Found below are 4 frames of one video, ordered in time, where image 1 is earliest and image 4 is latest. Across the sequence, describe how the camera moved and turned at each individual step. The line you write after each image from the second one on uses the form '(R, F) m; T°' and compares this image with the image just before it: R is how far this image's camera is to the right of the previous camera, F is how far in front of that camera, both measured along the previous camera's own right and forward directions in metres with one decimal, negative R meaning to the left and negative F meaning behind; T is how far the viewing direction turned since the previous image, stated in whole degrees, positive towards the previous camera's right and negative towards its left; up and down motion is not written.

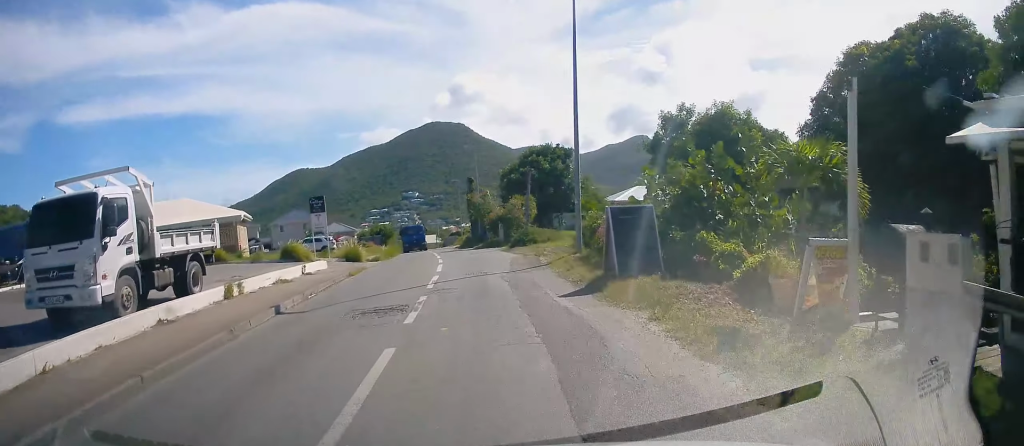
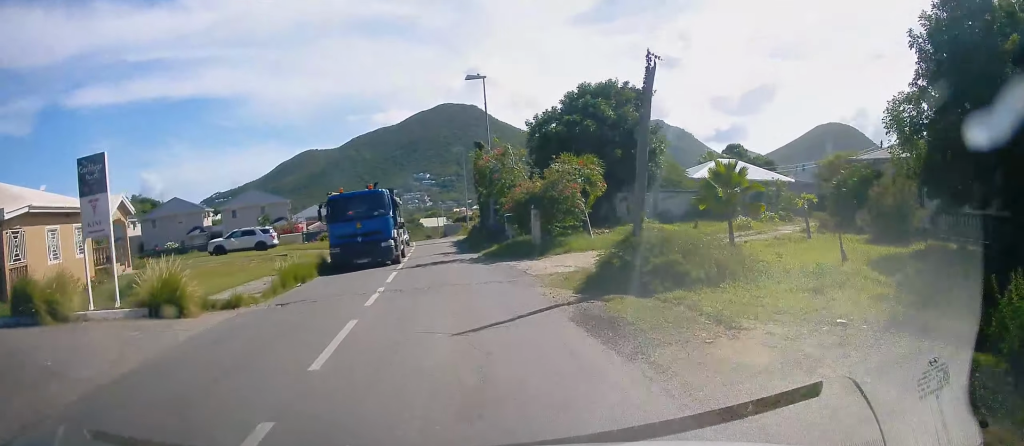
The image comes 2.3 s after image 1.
(+0.2, +19.2) m; -2°
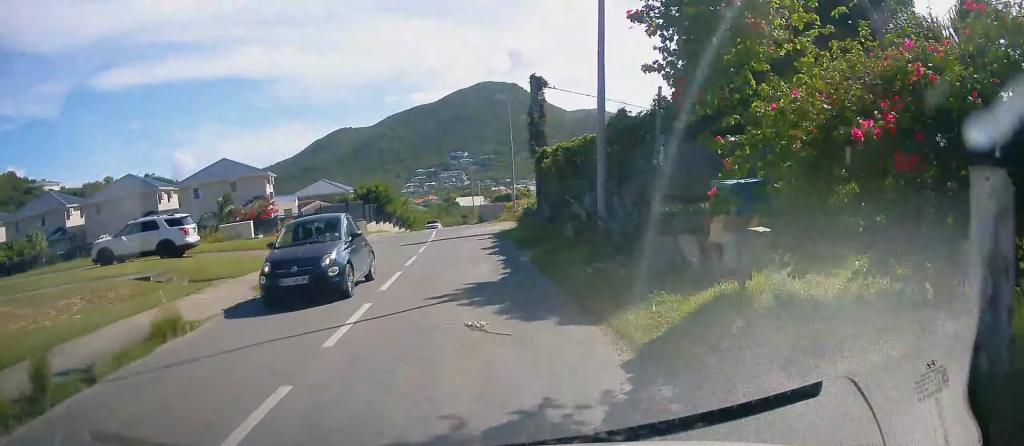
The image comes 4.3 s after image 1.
(-0.1, +17.0) m; -2°
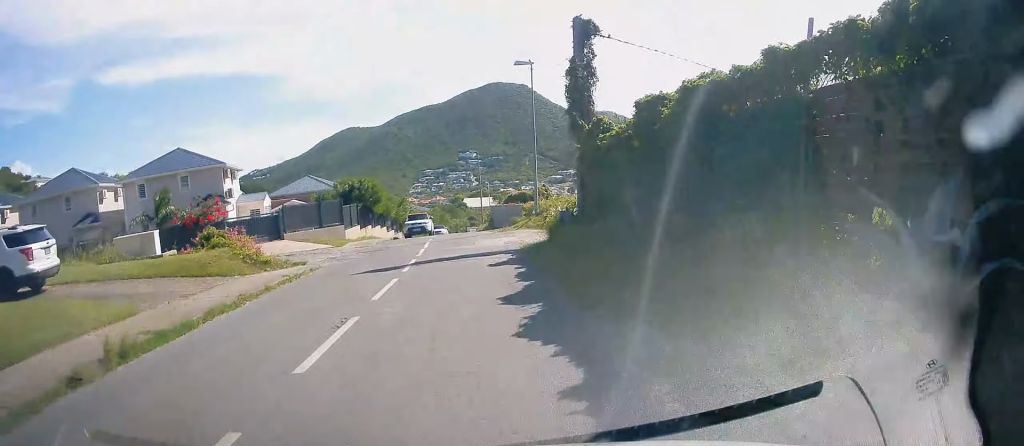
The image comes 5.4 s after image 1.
(-0.2, +9.9) m; -3°
